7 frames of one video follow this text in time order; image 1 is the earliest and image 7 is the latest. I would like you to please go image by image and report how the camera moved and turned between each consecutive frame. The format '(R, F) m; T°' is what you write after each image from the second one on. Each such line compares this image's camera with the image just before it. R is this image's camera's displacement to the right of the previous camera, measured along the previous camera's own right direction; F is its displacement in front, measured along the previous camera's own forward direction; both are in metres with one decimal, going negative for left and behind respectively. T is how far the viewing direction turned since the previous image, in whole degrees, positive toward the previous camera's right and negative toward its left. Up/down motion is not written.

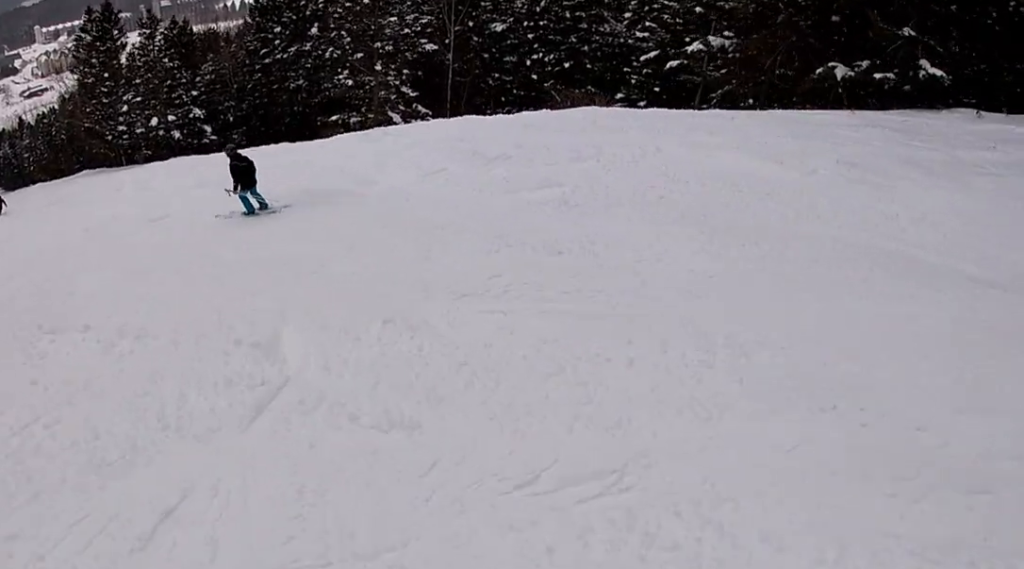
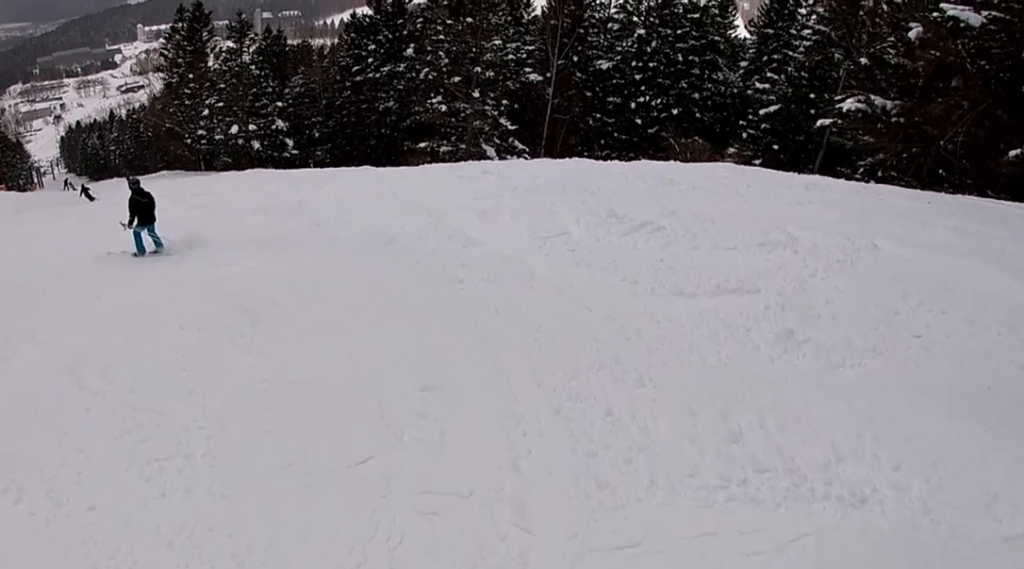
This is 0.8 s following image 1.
(+0.8, +3.3) m; -8°
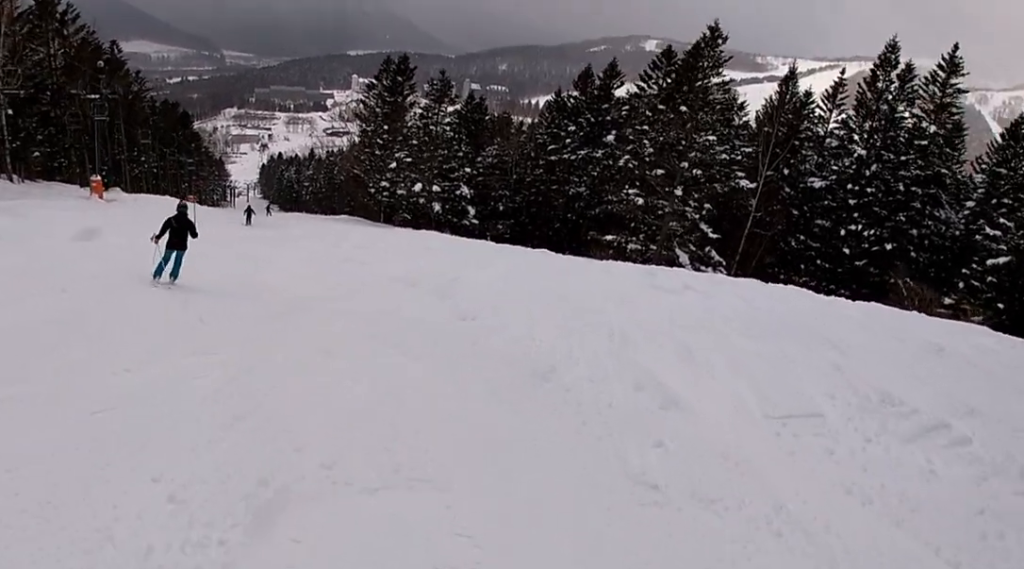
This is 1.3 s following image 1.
(-0.2, +2.6) m; -10°
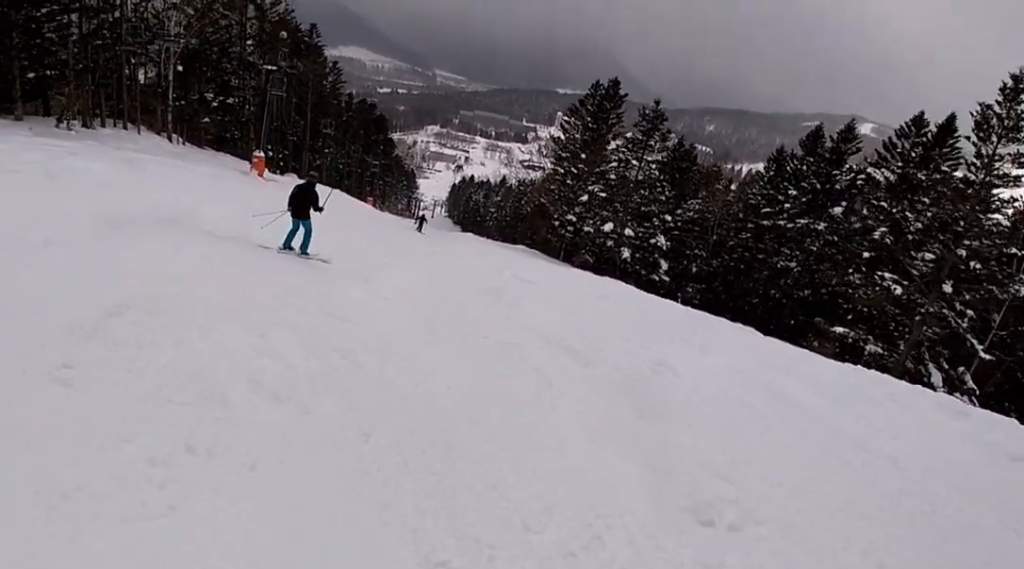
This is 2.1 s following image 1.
(-1.1, +4.9) m; -19°
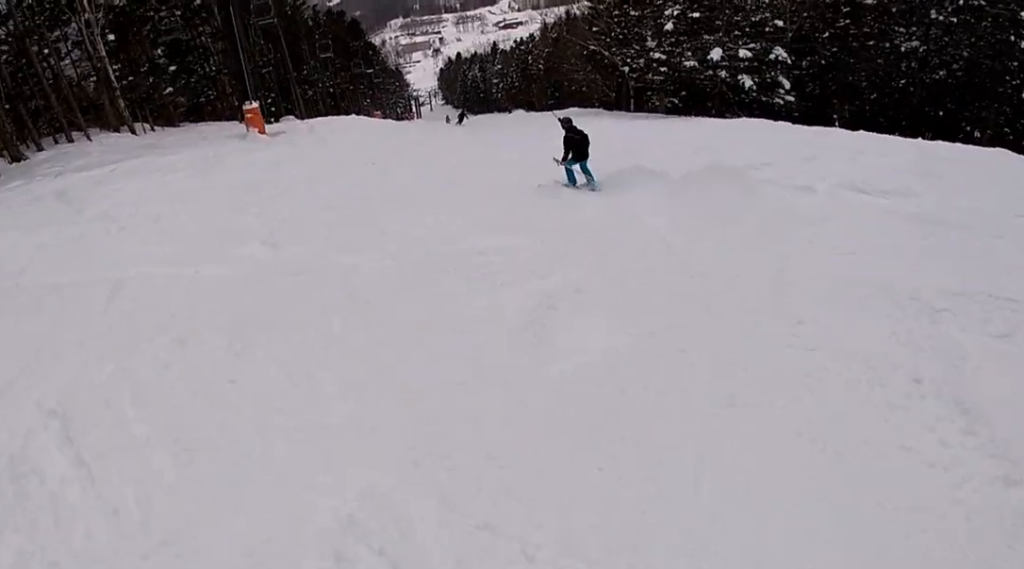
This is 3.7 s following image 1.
(-1.2, +9.8) m; +3°
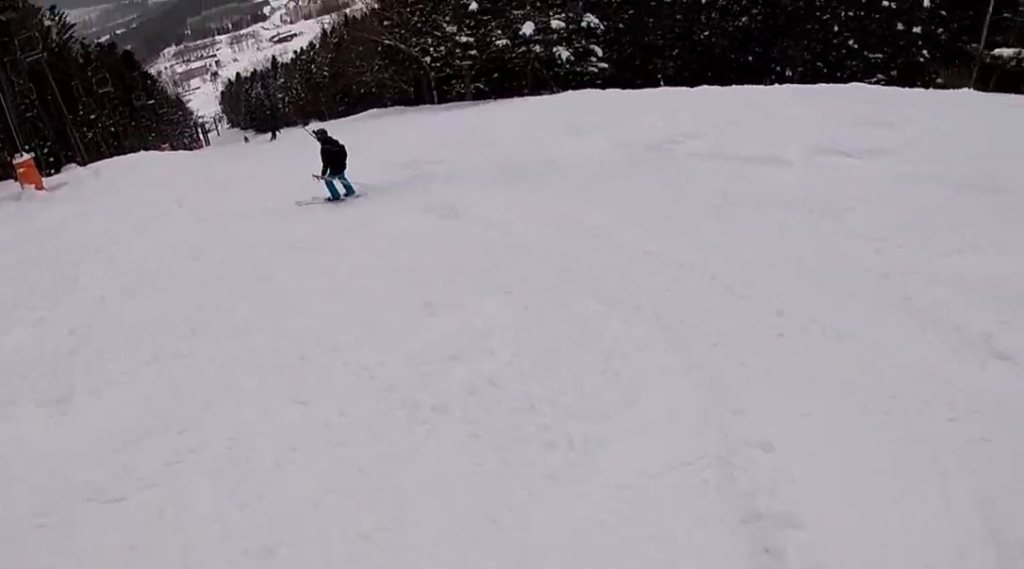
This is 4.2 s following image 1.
(+0.1, +3.5) m; +9°
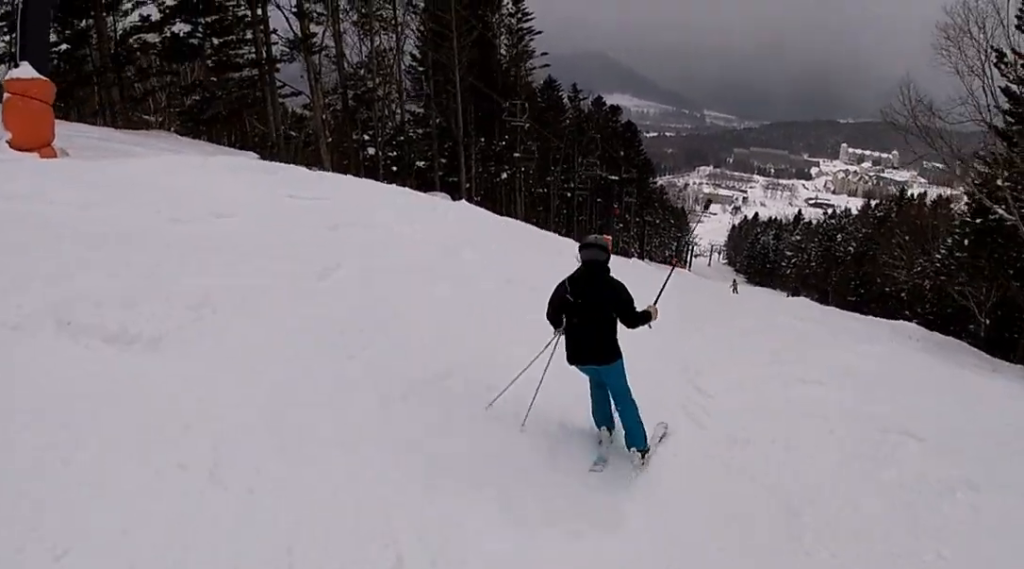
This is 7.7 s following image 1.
(+0.9, +18.8) m; -12°
